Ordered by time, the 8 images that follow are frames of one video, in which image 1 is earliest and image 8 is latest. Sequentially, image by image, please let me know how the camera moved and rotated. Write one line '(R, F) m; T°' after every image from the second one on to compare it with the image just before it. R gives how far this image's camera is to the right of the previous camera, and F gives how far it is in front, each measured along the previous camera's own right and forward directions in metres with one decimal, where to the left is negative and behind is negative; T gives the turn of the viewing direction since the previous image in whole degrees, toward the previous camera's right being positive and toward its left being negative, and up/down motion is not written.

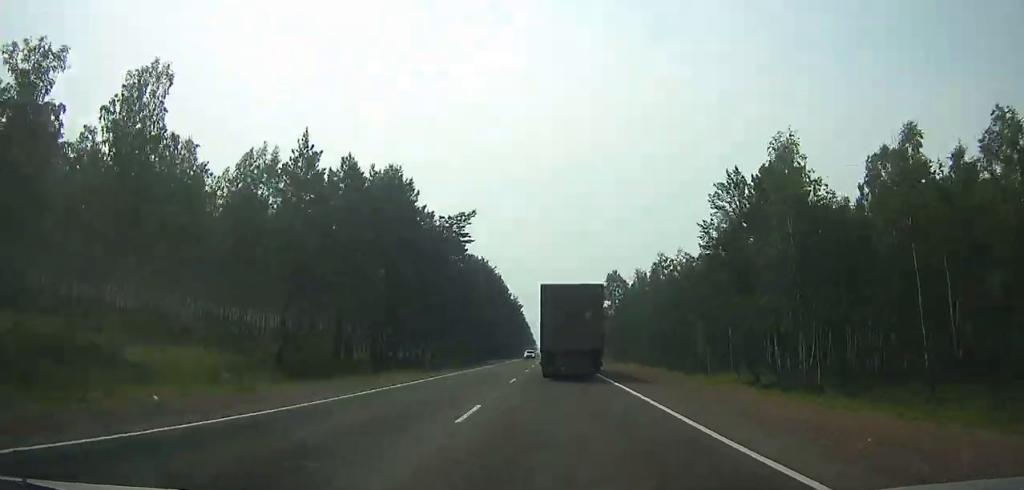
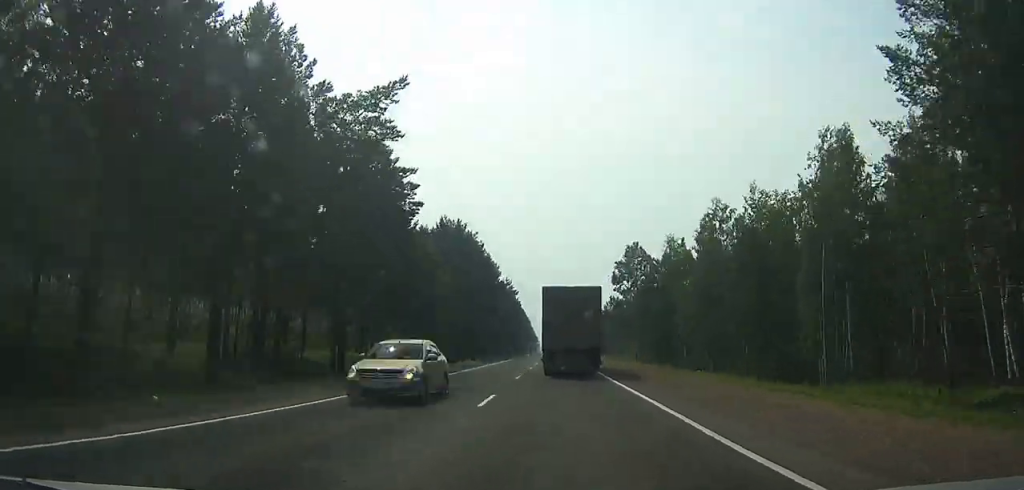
(-0.2, +33.9) m; 0°
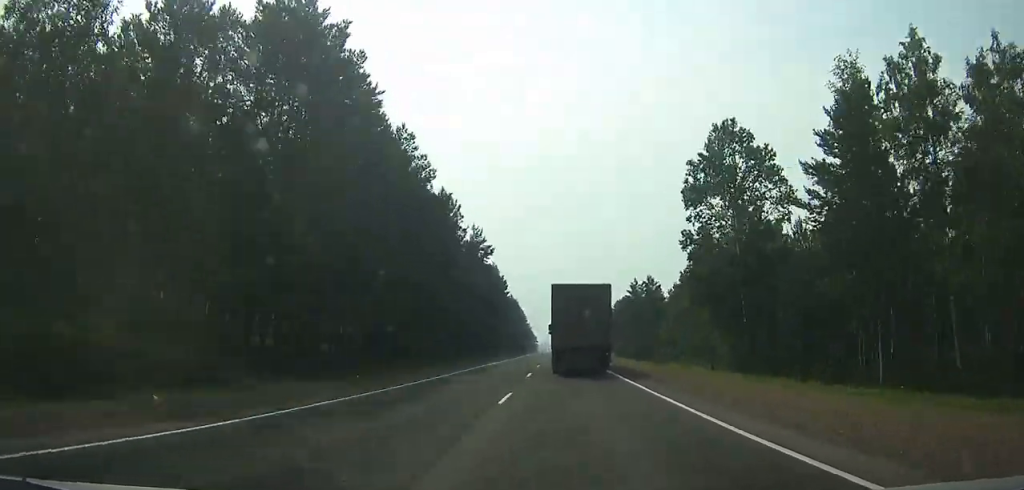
(-0.3, +60.5) m; 0°
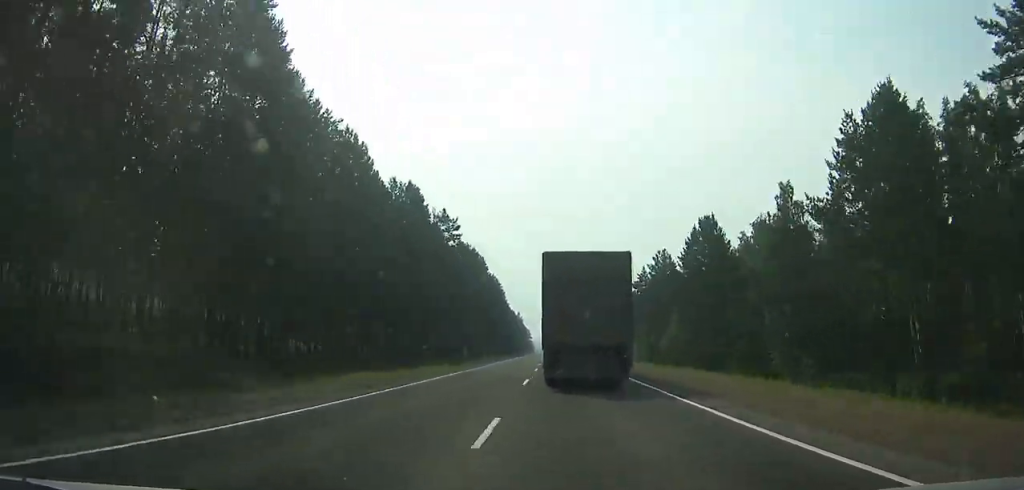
(0.0, +125.2) m; 0°
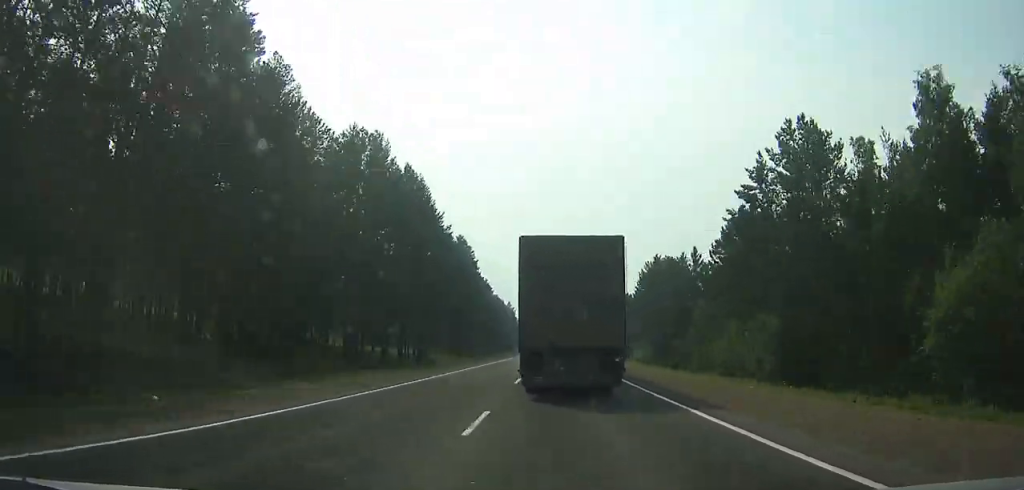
(-0.1, +56.8) m; 0°
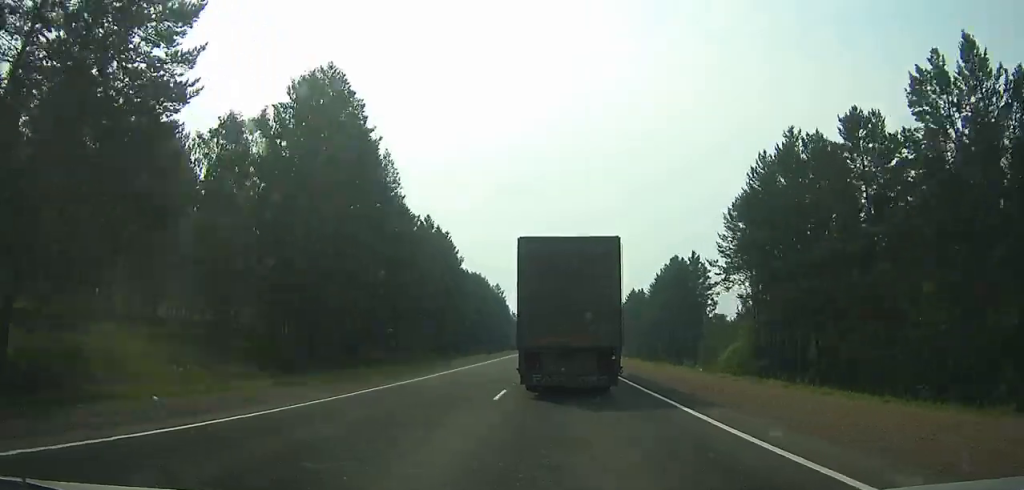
(-0.1, +66.1) m; 0°
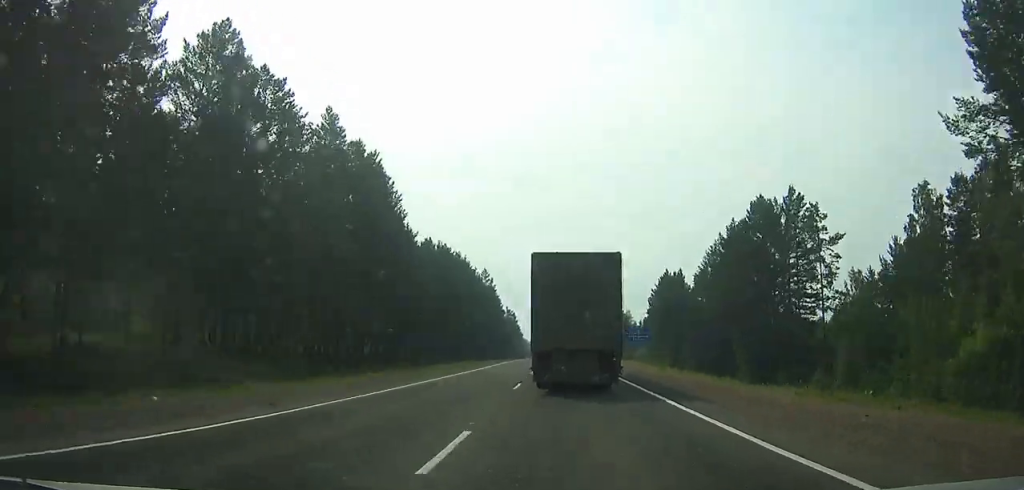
(-0.1, +44.6) m; 0°
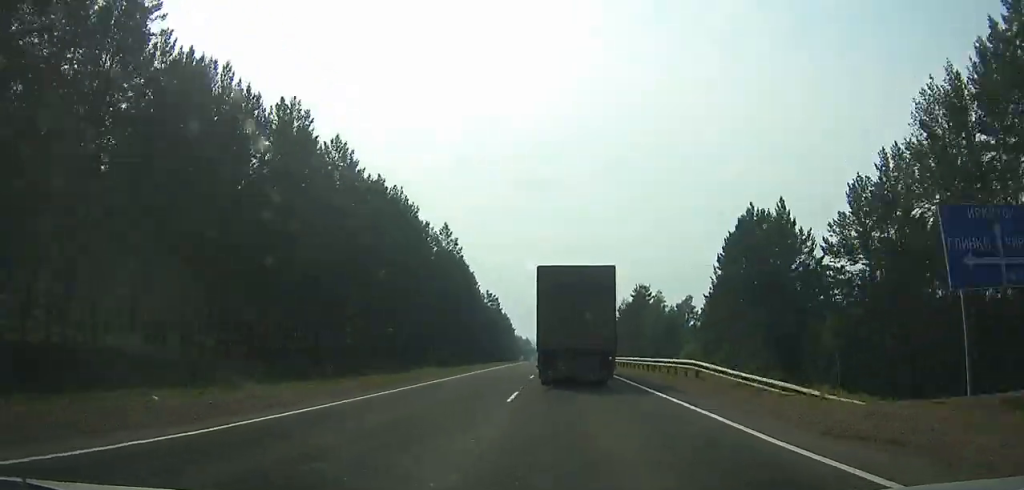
(-0.1, +51.7) m; 0°
